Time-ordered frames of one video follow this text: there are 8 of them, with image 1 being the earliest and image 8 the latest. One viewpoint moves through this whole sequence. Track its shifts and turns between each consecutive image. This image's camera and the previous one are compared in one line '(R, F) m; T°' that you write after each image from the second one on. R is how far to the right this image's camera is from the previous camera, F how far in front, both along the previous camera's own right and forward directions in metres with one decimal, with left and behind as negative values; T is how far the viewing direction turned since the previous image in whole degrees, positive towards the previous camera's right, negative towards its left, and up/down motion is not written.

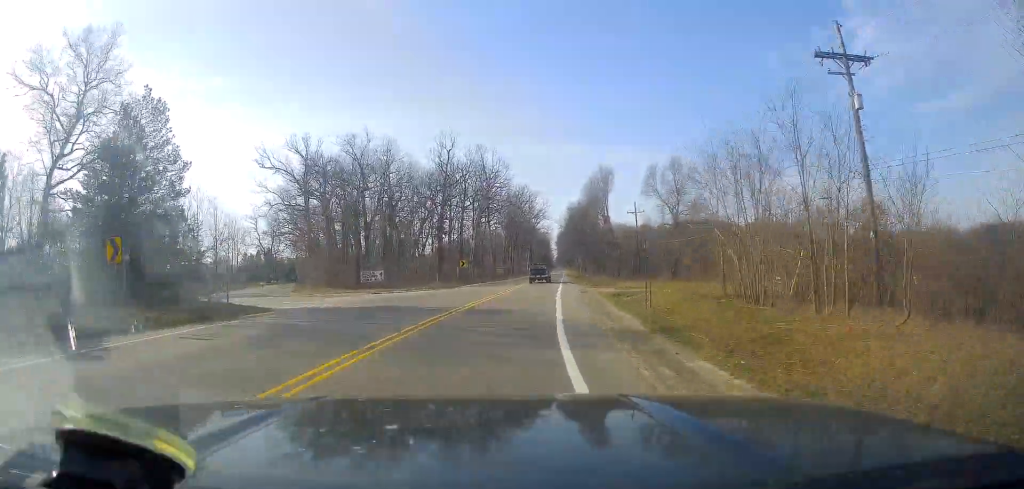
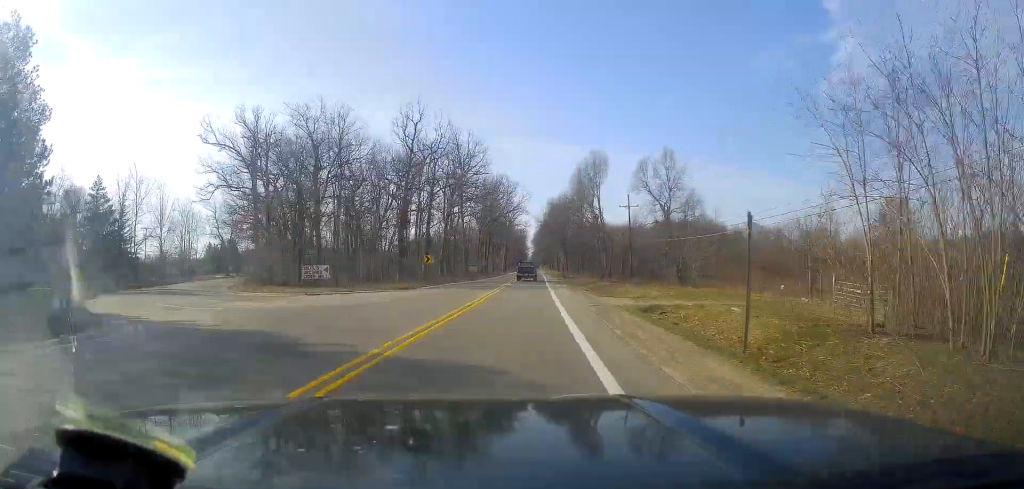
(+0.7, +12.4) m; +2°
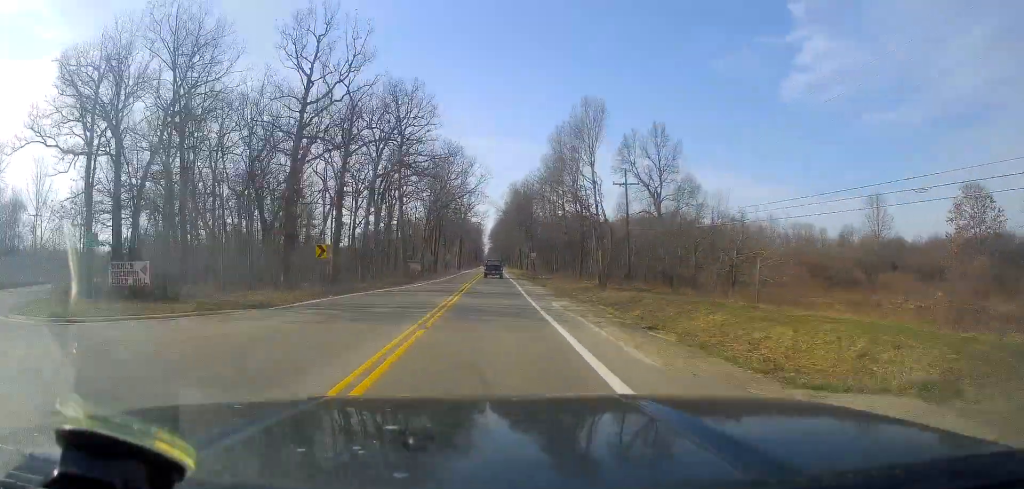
(+0.2, +24.2) m; +2°
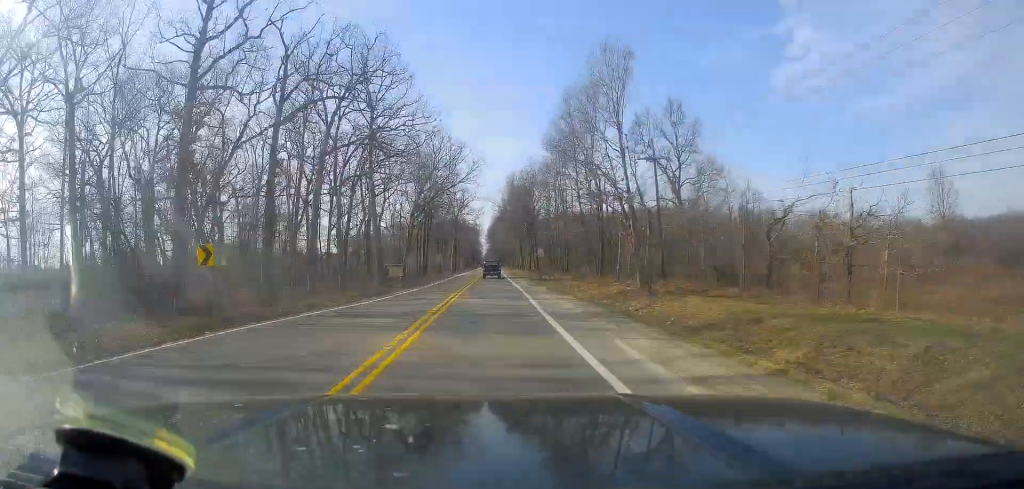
(+0.1, +14.2) m; +1°
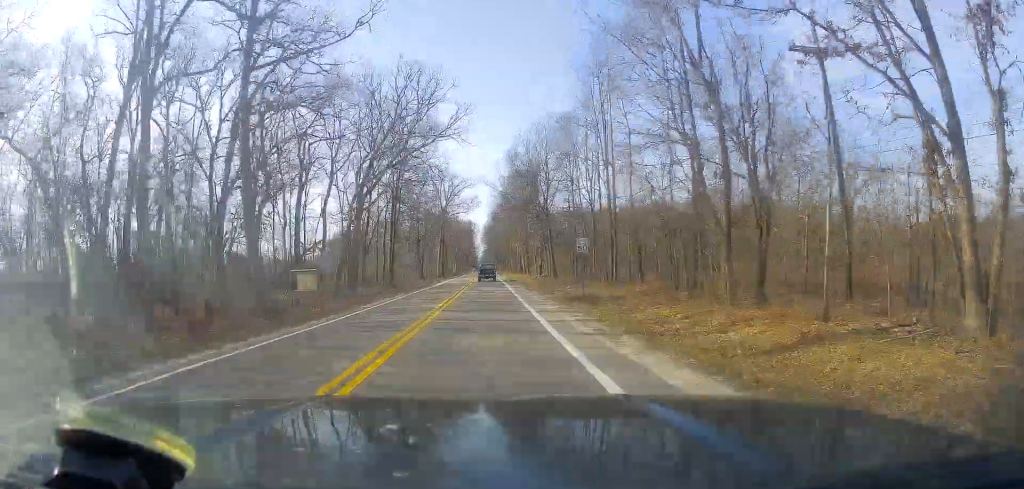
(+0.7, +29.7) m; +1°
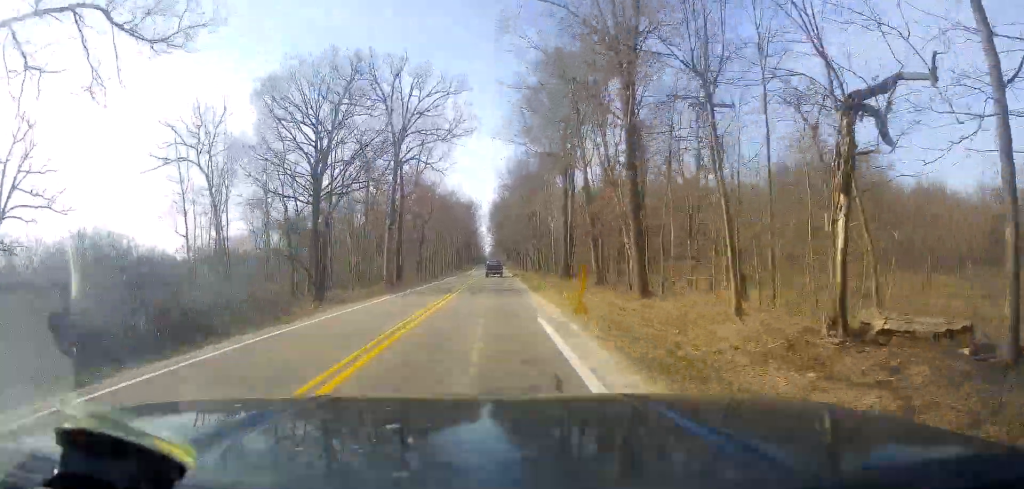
(-0.3, +65.2) m; -2°
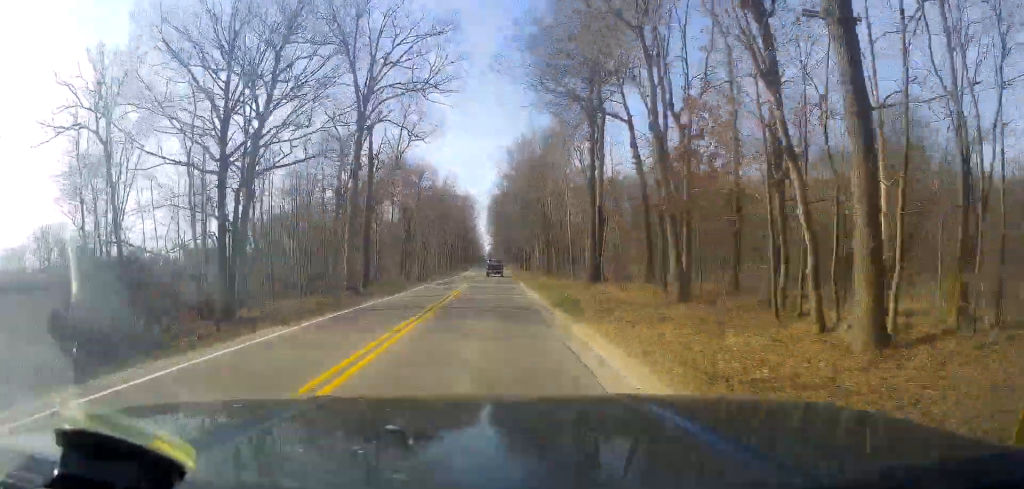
(-0.4, +15.1) m; -1°
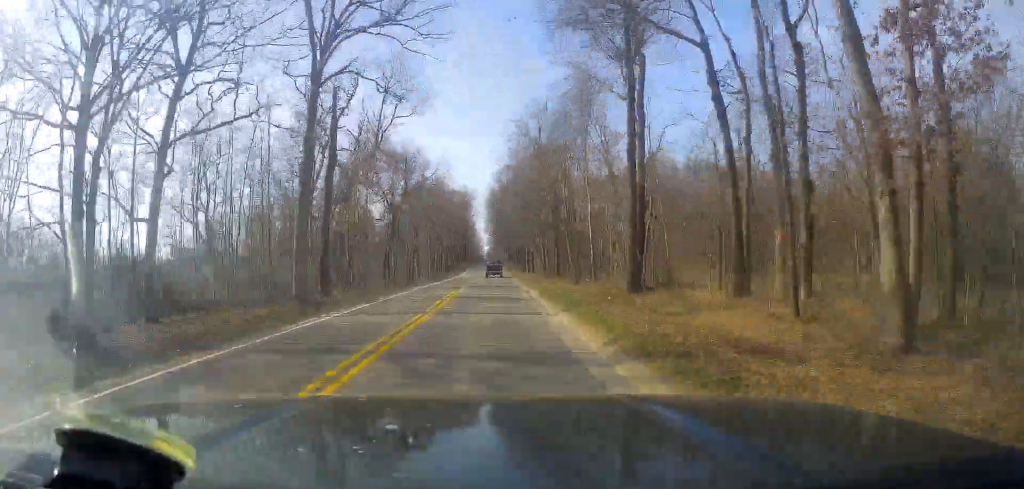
(0.0, +11.0) m; 0°
